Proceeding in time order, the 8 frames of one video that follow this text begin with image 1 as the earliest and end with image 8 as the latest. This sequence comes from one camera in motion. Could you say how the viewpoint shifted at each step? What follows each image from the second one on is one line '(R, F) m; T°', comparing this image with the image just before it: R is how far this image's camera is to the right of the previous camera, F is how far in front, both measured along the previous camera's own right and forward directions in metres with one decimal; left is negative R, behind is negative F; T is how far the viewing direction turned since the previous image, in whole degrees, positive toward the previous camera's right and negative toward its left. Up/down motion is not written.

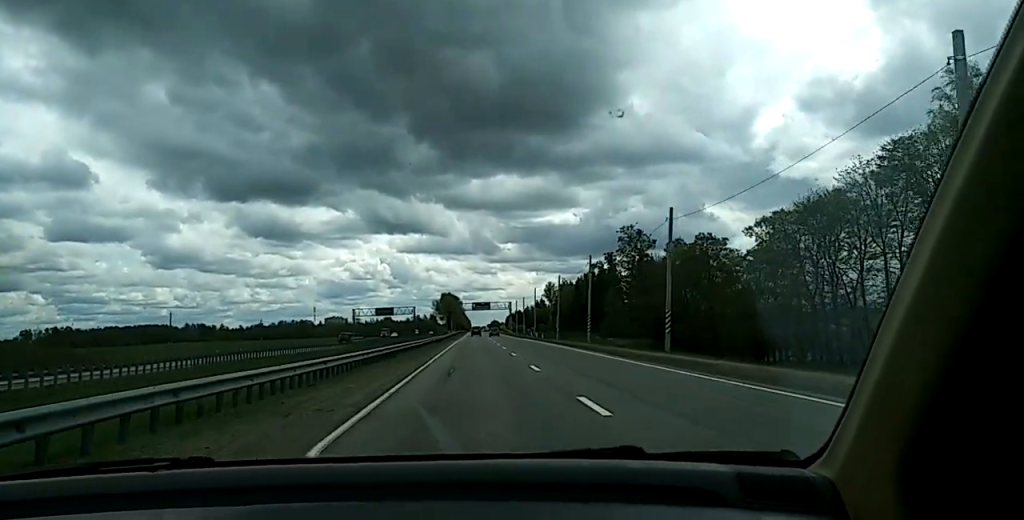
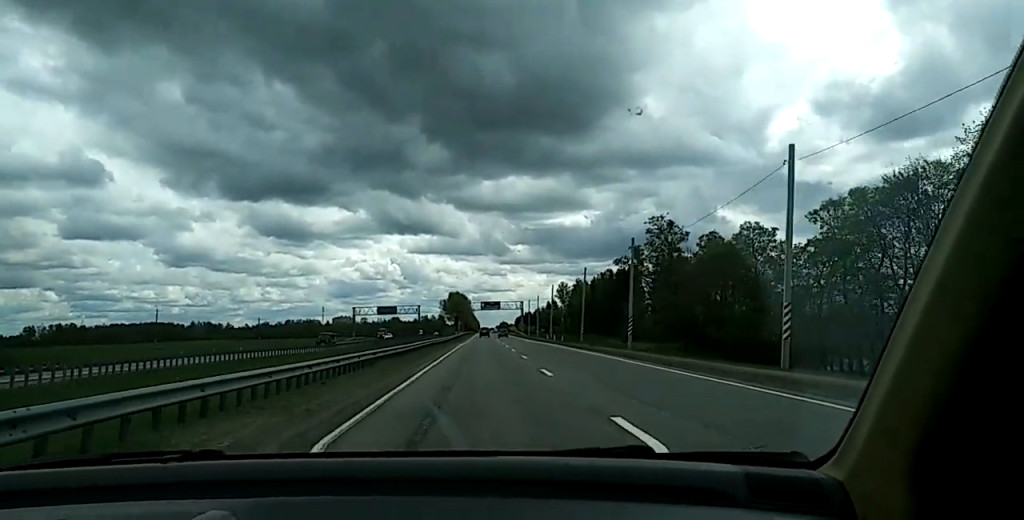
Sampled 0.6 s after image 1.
(0.0, +15.5) m; 0°
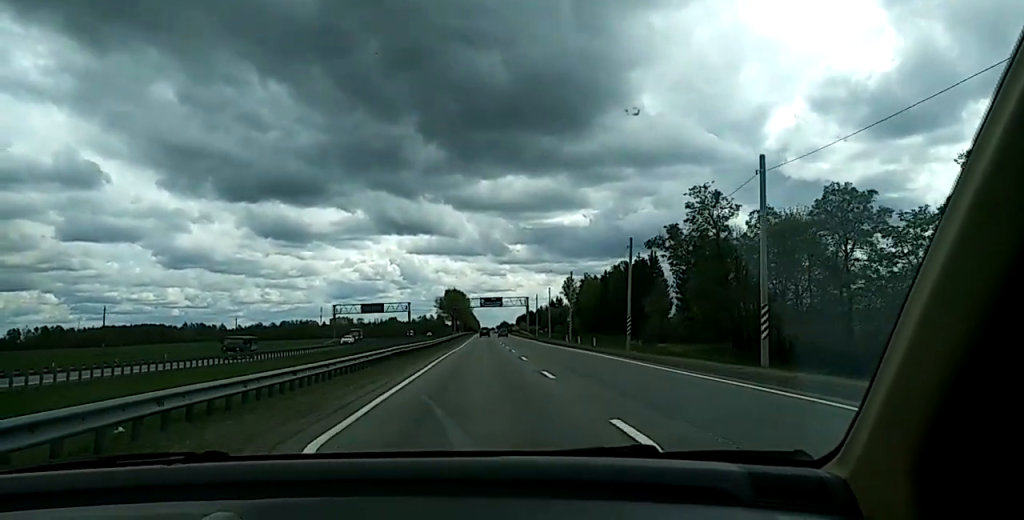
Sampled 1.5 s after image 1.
(0.0, +25.5) m; 0°
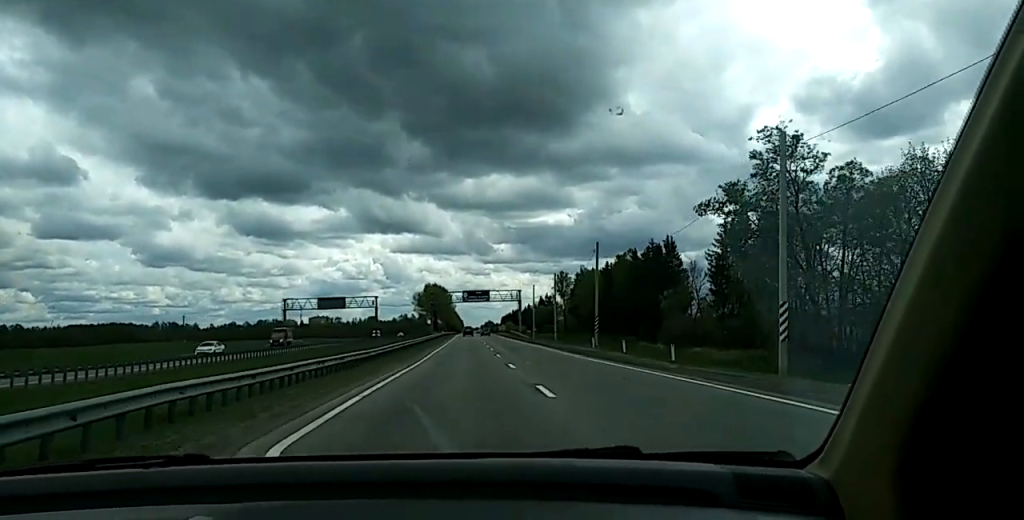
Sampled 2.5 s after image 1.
(-0.1, +29.0) m; 0°
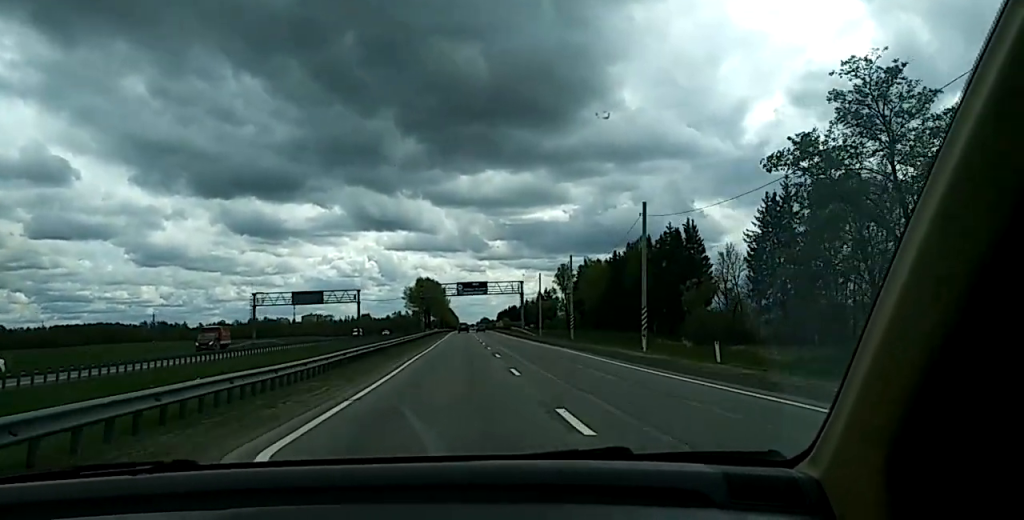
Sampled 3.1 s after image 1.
(-0.2, +16.8) m; 0°
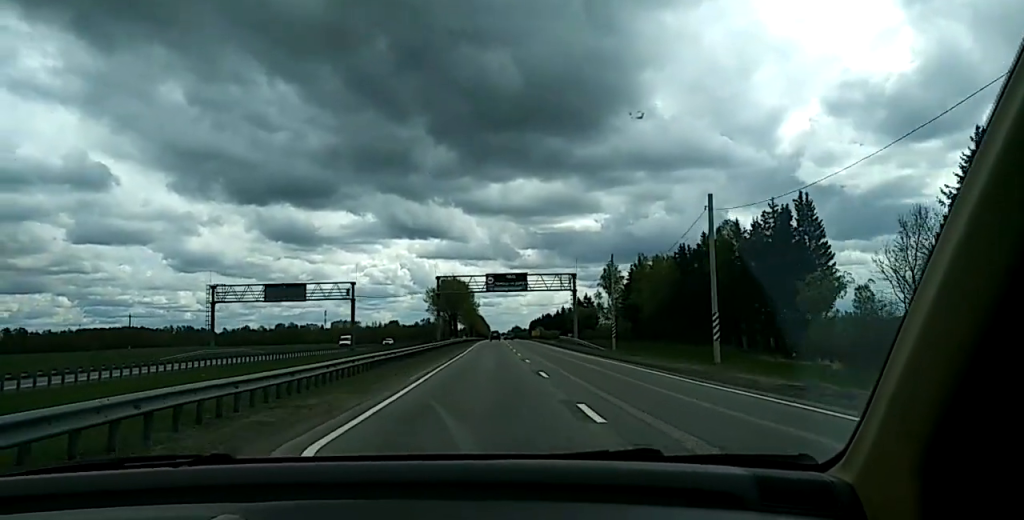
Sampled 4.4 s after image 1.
(+0.4, +34.8) m; 0°
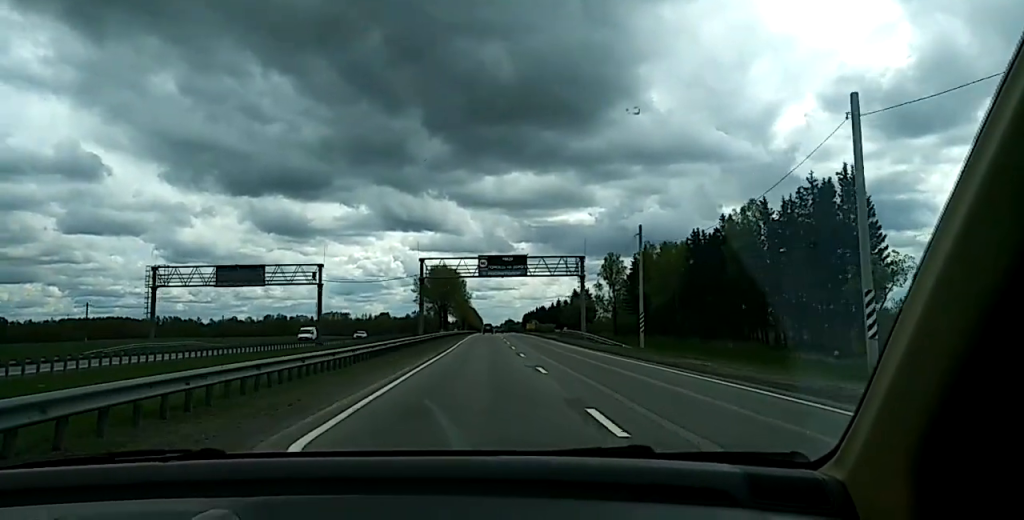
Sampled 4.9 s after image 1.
(-0.3, +14.5) m; 0°
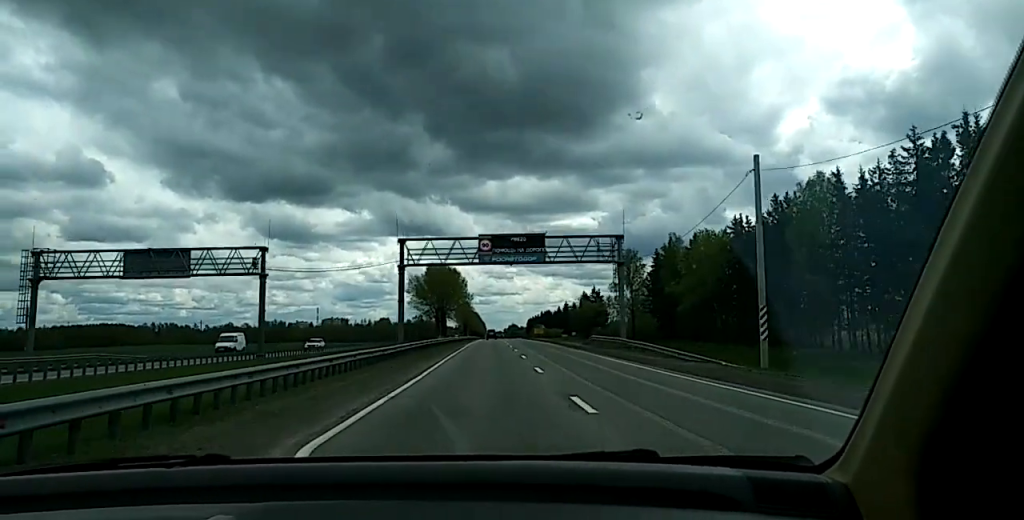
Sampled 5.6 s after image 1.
(-0.1, +20.1) m; 0°
